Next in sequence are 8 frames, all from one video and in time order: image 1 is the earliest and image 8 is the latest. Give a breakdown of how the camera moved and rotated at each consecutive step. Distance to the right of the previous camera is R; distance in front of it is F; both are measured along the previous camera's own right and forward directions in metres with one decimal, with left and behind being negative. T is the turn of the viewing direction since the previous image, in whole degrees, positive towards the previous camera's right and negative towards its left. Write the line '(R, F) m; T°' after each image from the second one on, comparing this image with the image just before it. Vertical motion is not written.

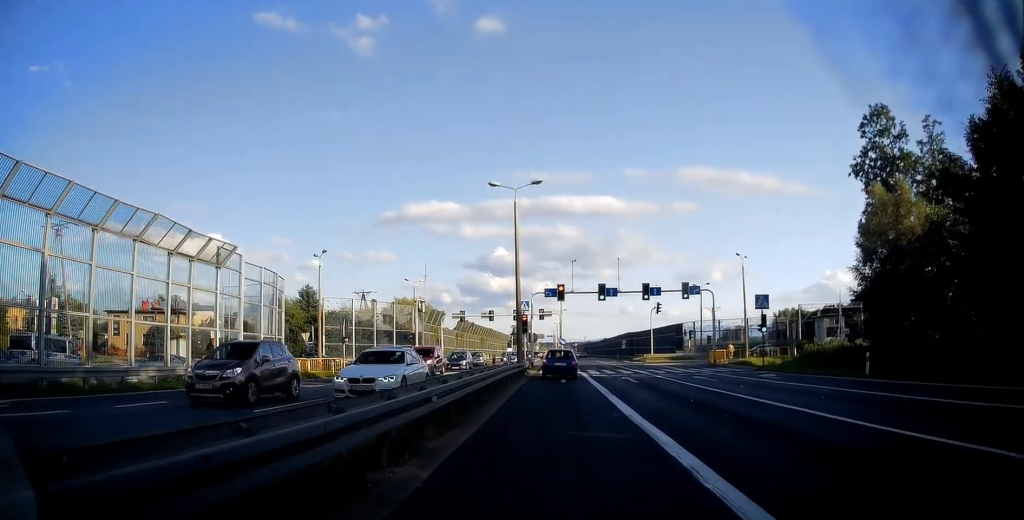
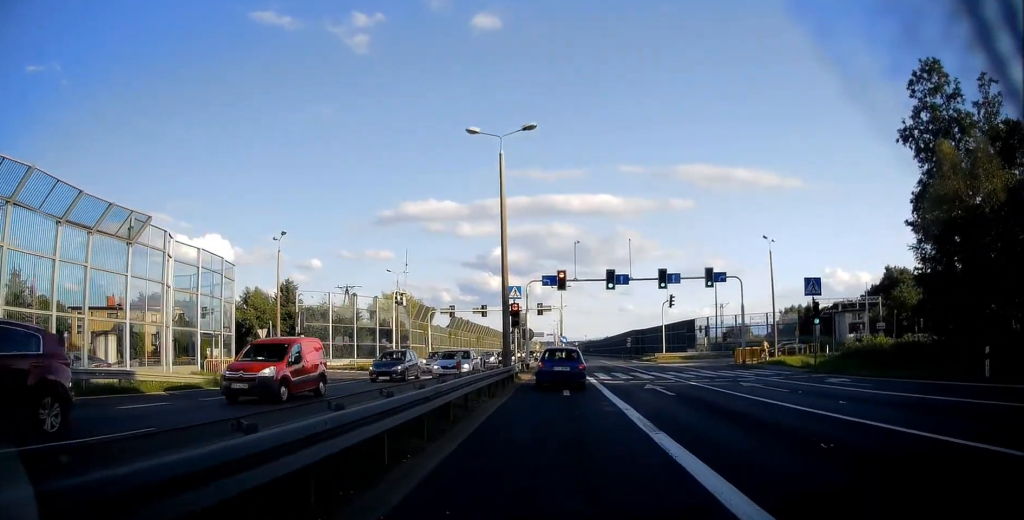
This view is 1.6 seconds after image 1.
(+0.4, +7.3) m; +4°
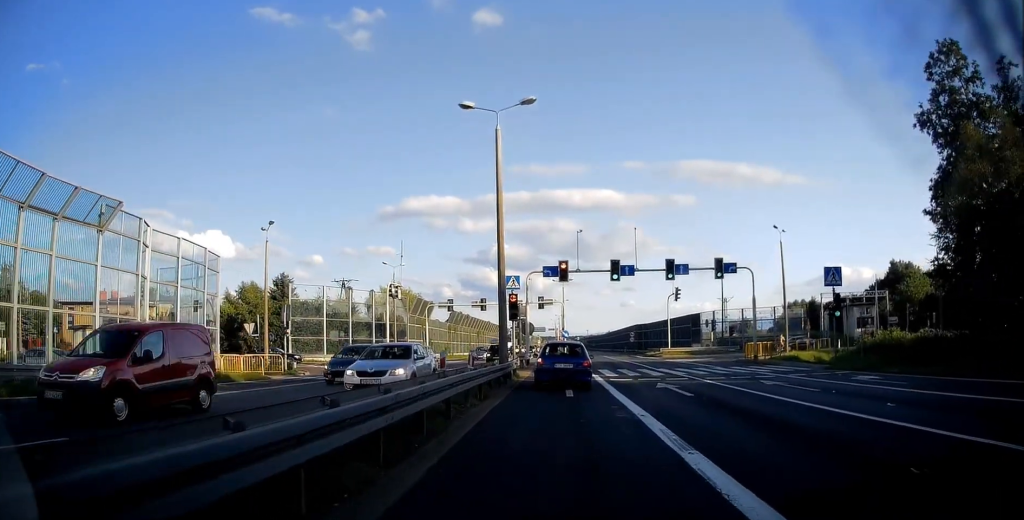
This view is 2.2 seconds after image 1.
(0.0, +2.0) m; -1°
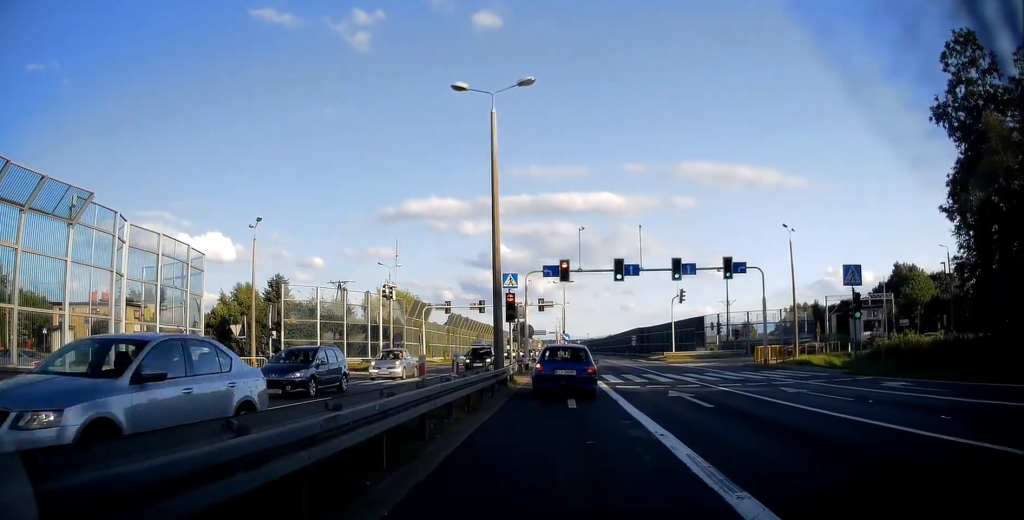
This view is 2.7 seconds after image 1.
(0.0, +1.8) m; -1°
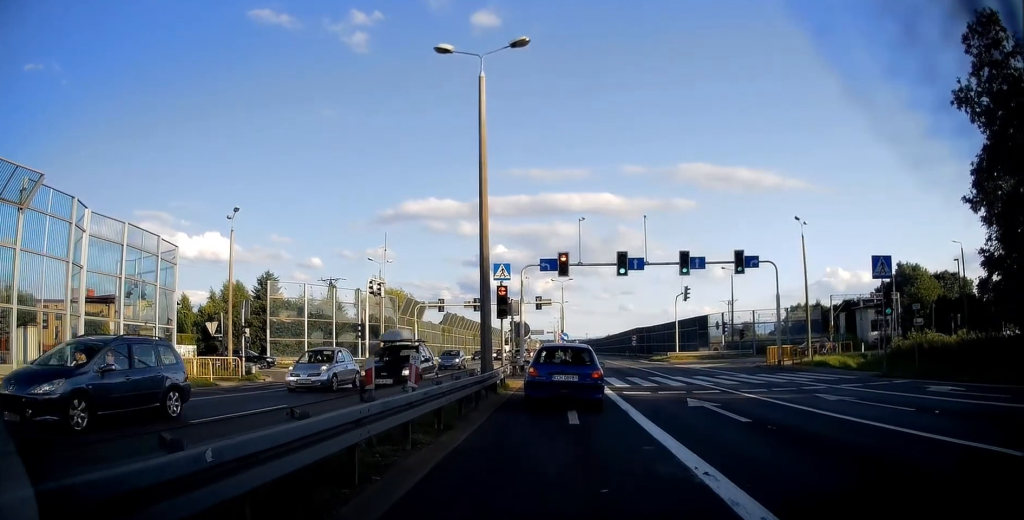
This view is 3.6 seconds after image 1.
(-0.1, +2.7) m; -1°
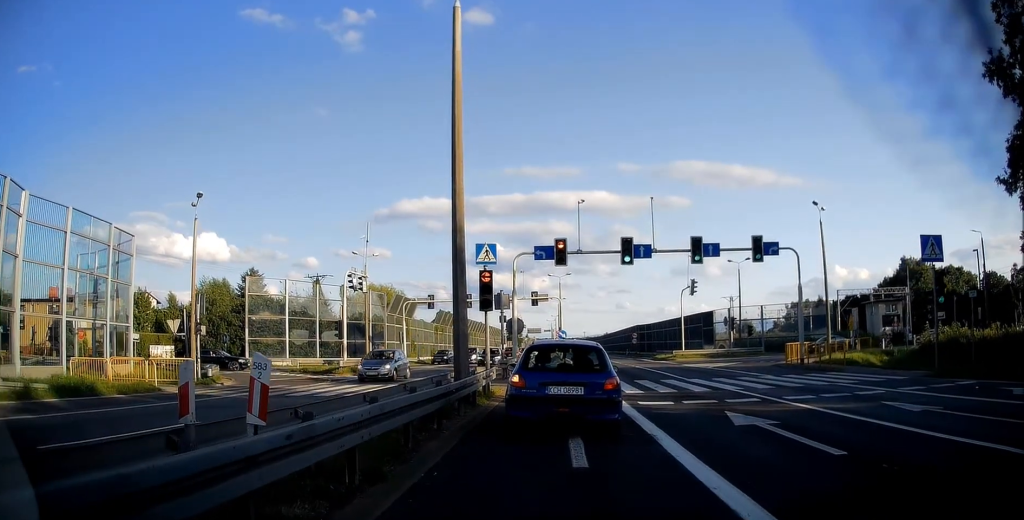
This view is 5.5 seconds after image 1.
(+0.2, +3.6) m; +3°
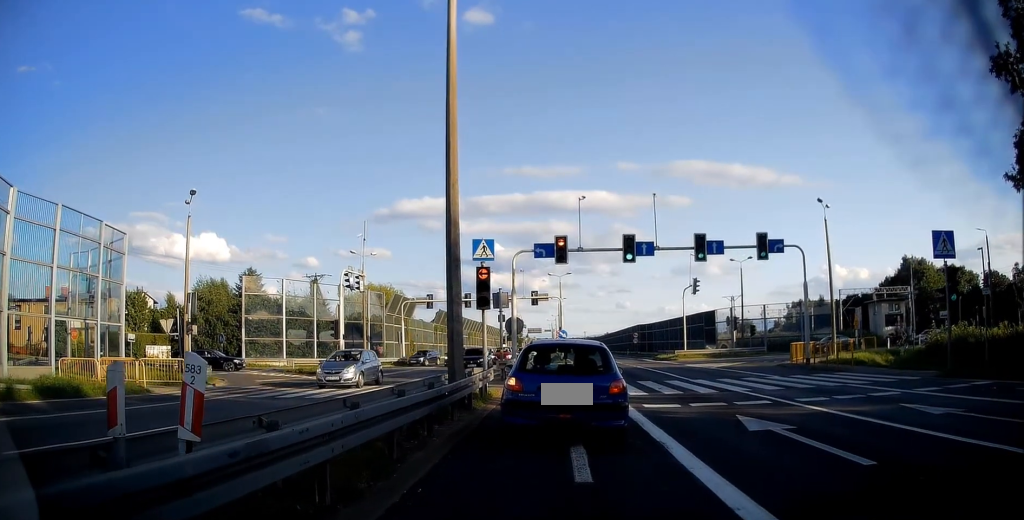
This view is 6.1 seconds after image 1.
(0.0, +0.6) m; 0°
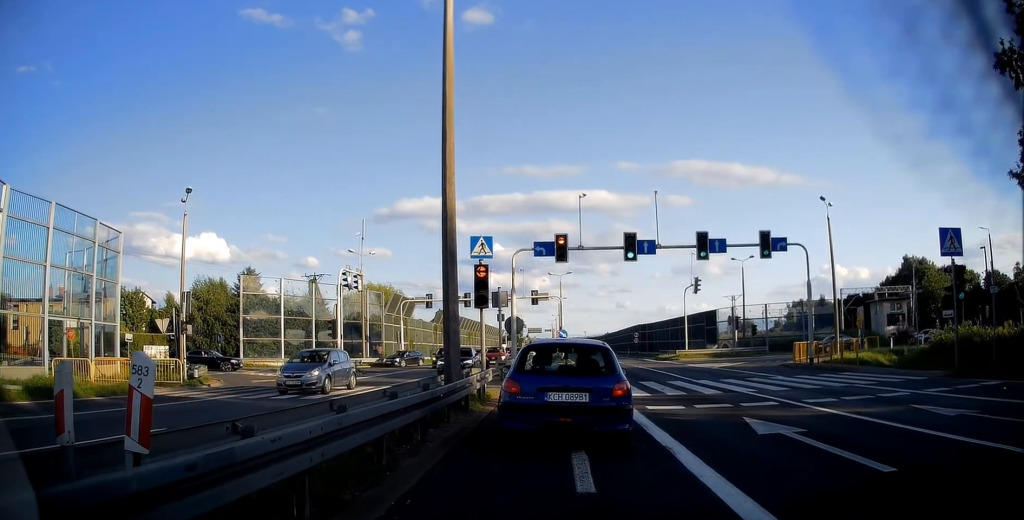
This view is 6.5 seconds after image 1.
(0.0, +0.4) m; 0°
